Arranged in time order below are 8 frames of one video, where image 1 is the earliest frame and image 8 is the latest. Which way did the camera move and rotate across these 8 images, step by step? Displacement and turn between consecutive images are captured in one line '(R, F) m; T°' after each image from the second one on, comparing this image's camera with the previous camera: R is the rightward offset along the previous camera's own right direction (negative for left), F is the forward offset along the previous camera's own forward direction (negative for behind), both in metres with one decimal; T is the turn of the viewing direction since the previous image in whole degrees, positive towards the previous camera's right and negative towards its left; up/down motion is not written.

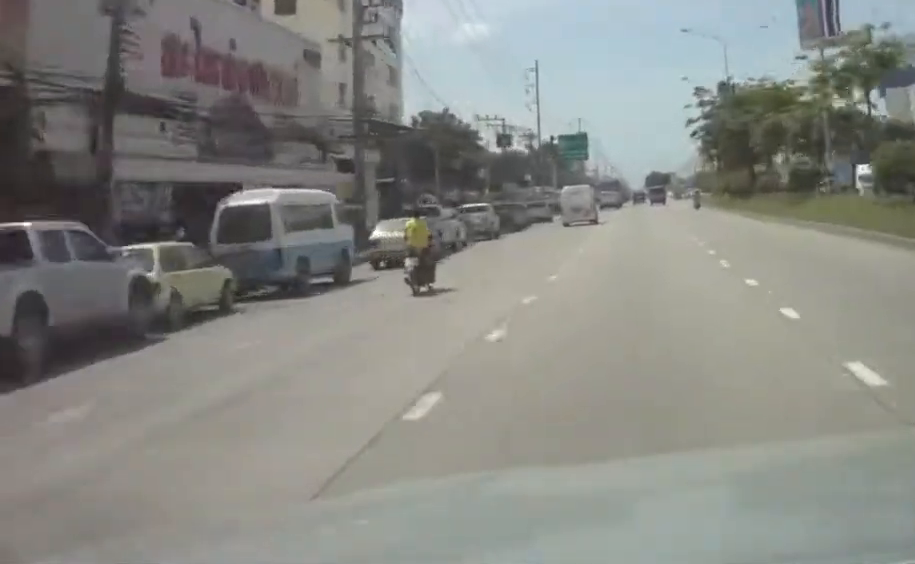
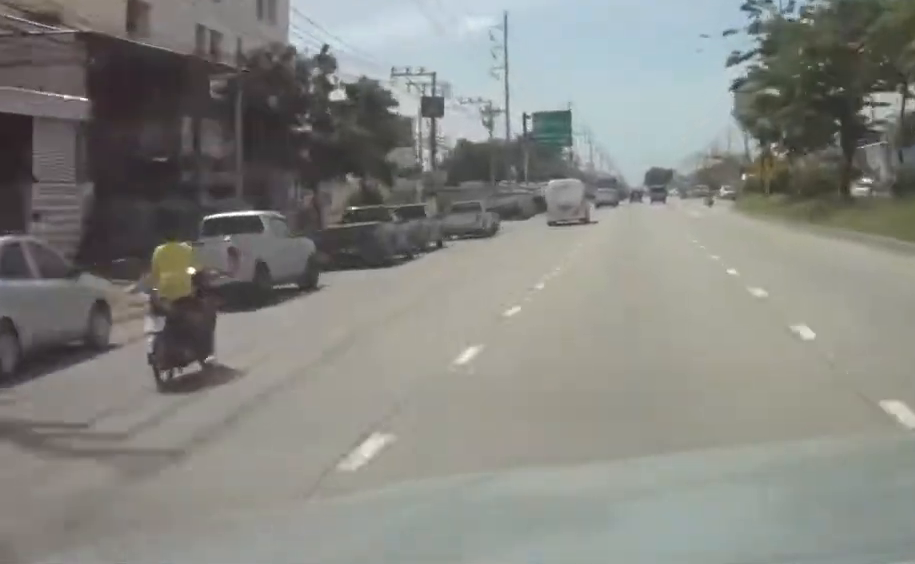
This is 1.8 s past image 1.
(-0.1, +29.9) m; 0°
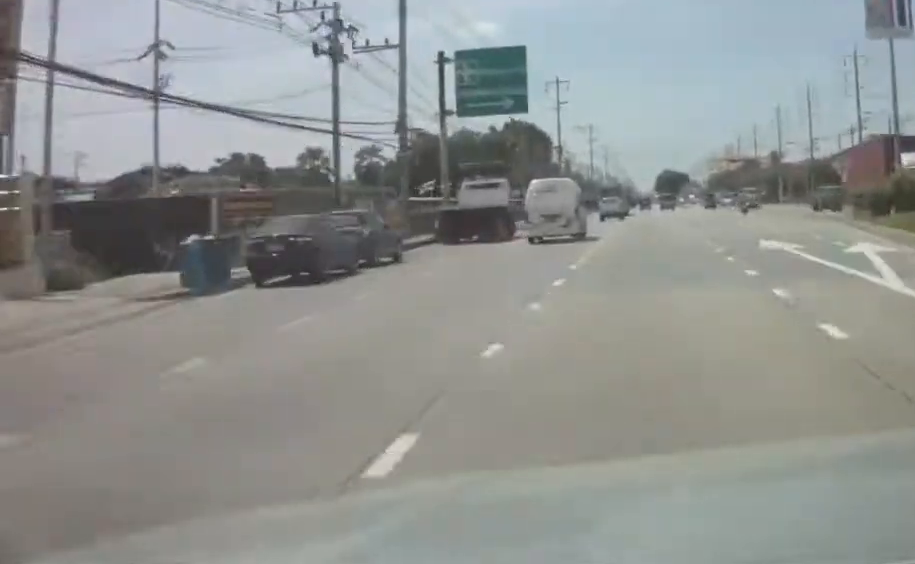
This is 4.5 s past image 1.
(-0.1, +43.8) m; 0°
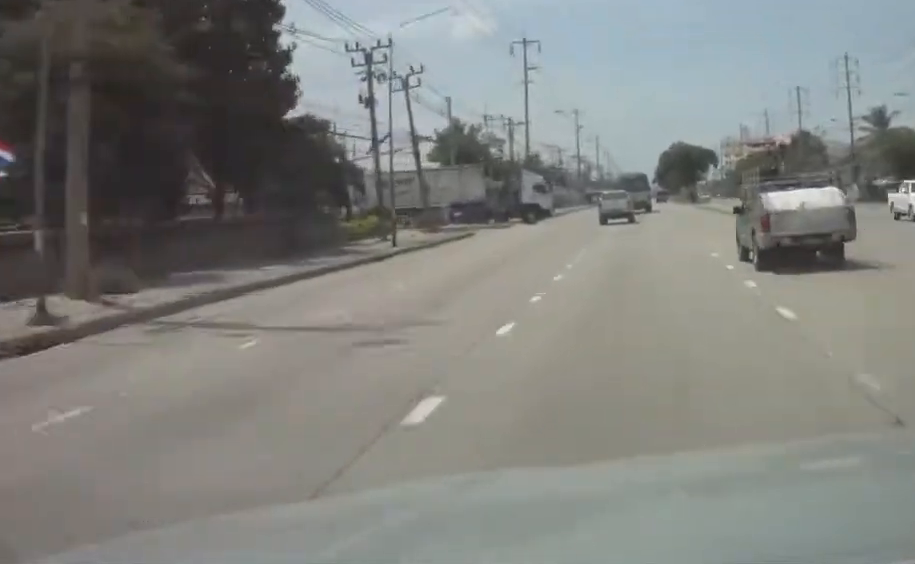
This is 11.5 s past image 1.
(+0.9, +116.1) m; +1°
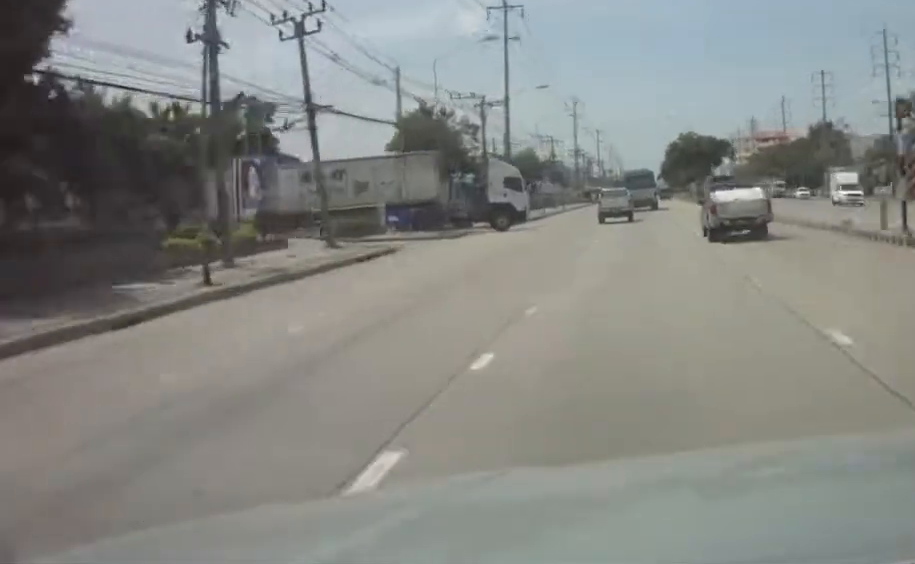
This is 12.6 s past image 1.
(0.0, +18.3) m; 0°
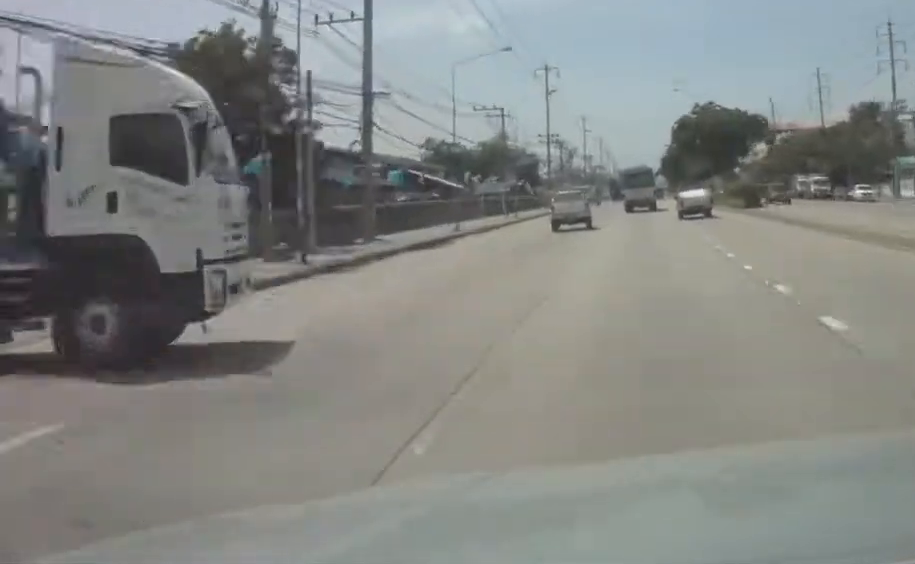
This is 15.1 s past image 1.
(-0.1, +43.5) m; 0°
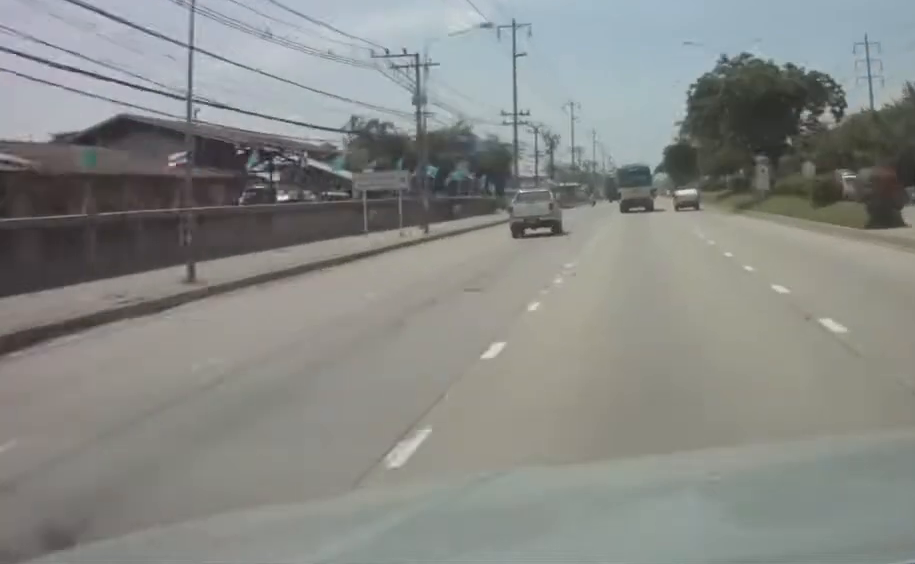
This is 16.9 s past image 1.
(0.0, +32.4) m; 0°
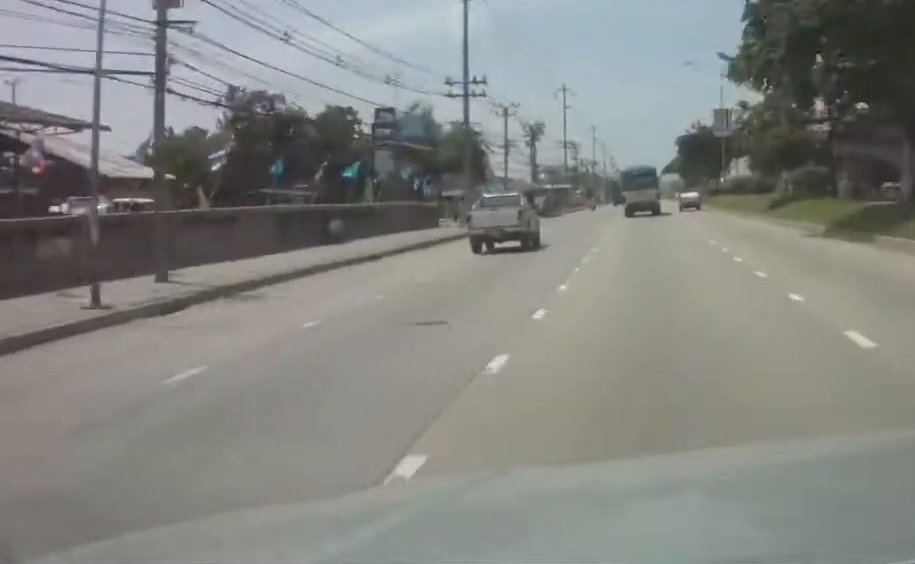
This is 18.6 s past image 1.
(0.0, +29.9) m; 0°
